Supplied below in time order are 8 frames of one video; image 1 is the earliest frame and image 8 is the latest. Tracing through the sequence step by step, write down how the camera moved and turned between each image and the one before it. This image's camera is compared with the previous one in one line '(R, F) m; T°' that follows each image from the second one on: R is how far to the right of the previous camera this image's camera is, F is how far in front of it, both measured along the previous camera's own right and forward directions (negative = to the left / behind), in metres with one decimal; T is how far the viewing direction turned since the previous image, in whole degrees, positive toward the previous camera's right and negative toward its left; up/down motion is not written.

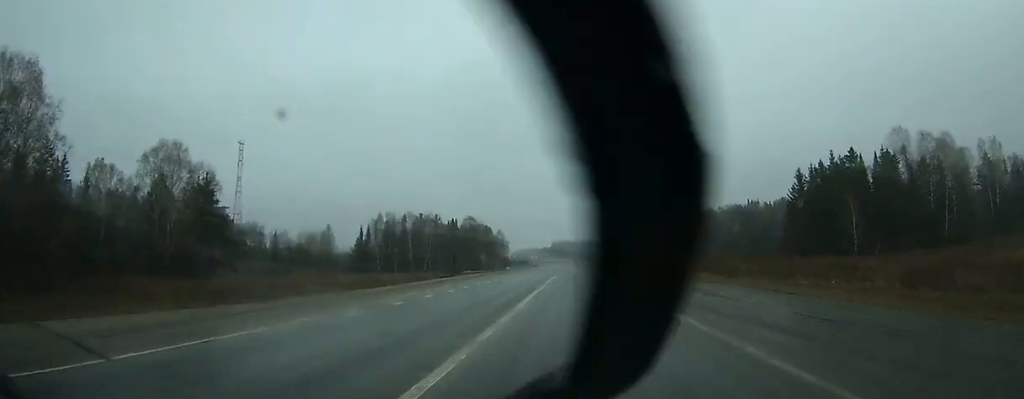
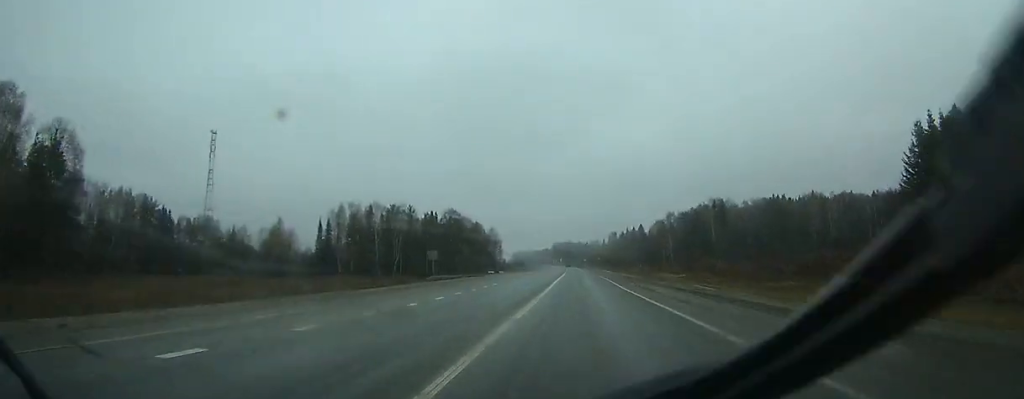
(+0.1, +33.6) m; 0°
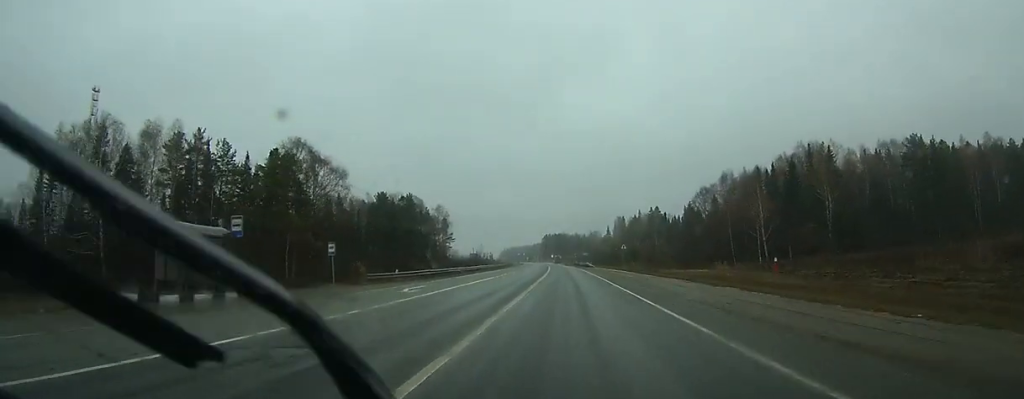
(0.0, +94.7) m; 0°
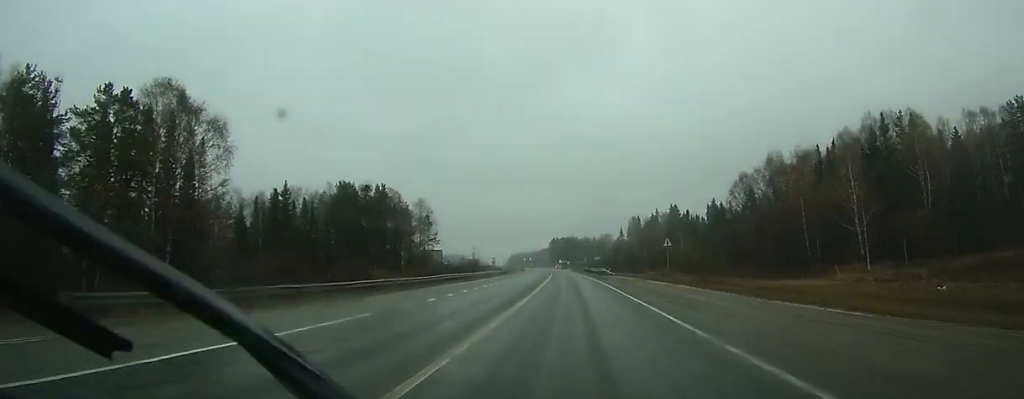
(-0.1, +30.8) m; 0°
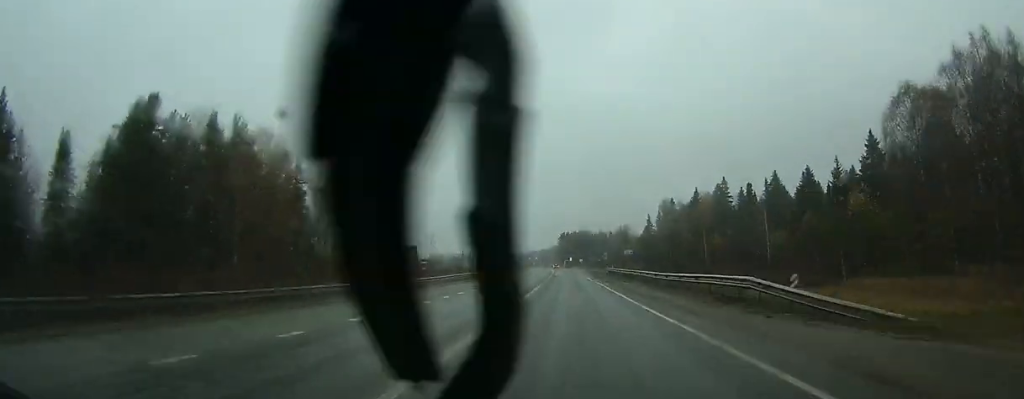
(-0.8, +64.0) m; -1°
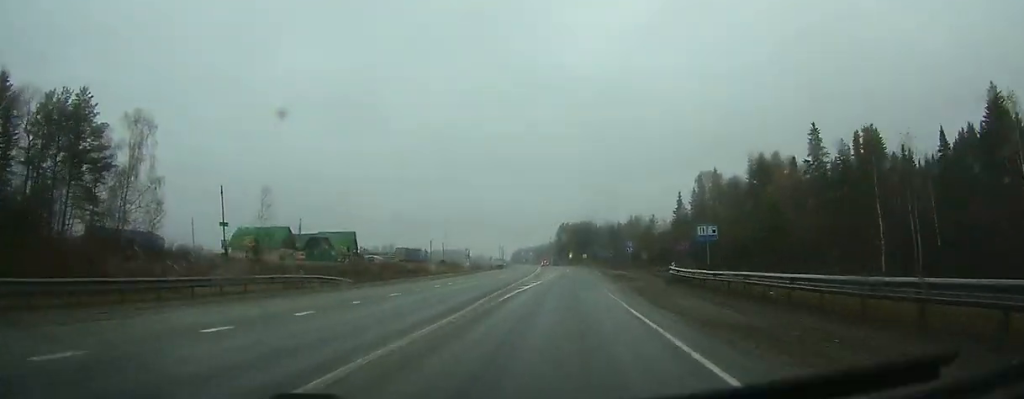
(-0.4, +59.6) m; 0°
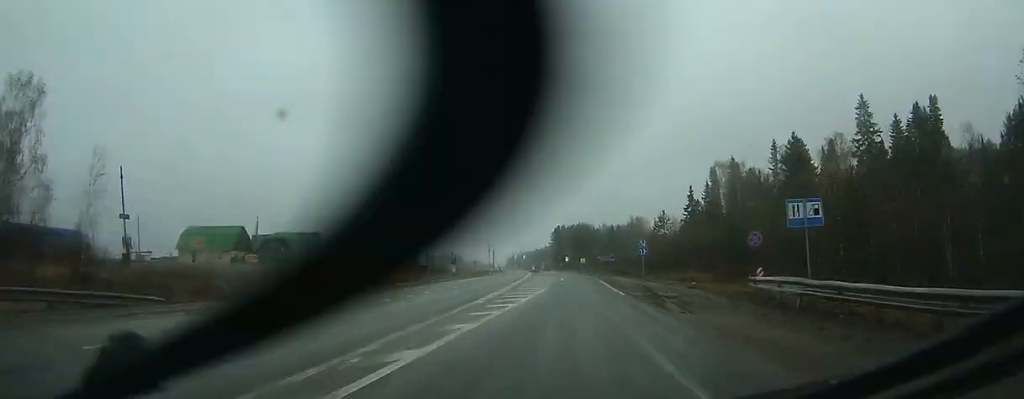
(0.0, +18.8) m; 0°
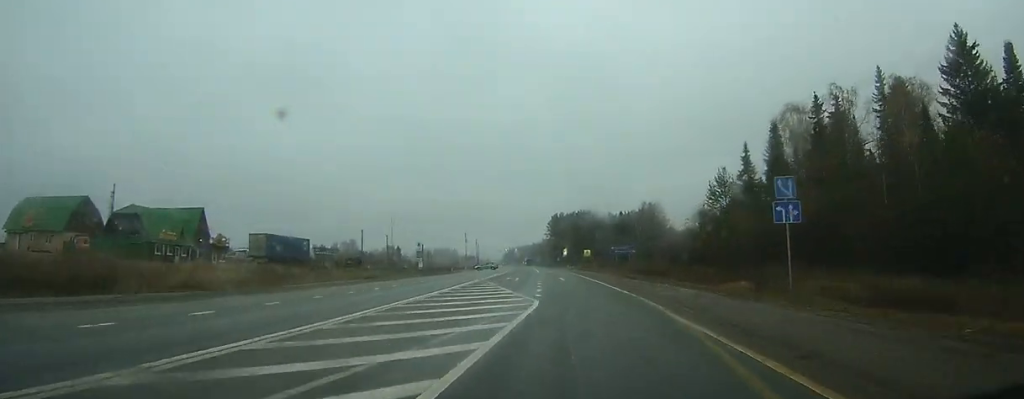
(0.0, +42.8) m; 0°
